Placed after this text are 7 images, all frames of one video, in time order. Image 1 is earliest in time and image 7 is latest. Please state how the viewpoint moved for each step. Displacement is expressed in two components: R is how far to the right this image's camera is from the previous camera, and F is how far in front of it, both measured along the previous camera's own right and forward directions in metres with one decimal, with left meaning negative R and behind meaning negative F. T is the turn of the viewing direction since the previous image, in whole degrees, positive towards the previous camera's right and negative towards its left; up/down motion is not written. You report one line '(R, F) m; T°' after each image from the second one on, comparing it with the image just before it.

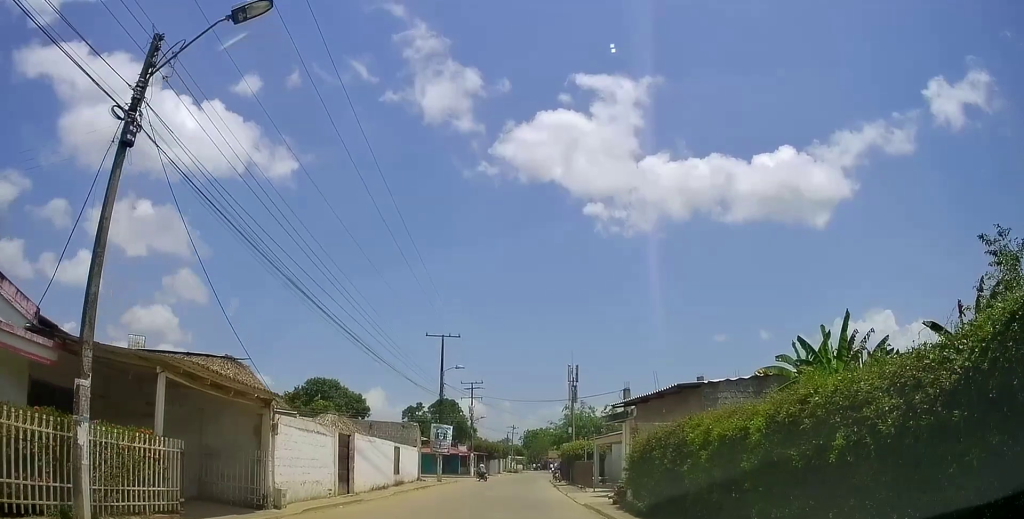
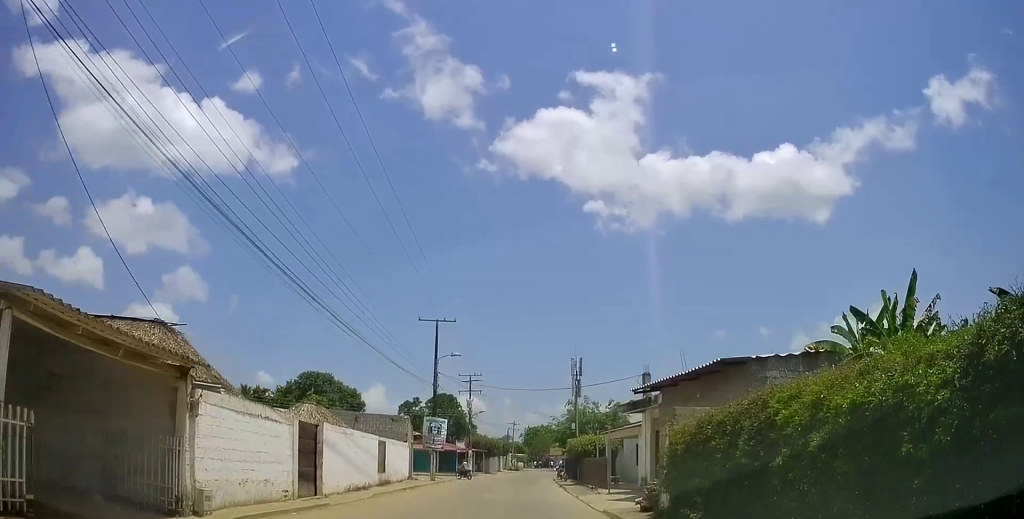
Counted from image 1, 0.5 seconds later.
(+0.1, +3.8) m; -4°
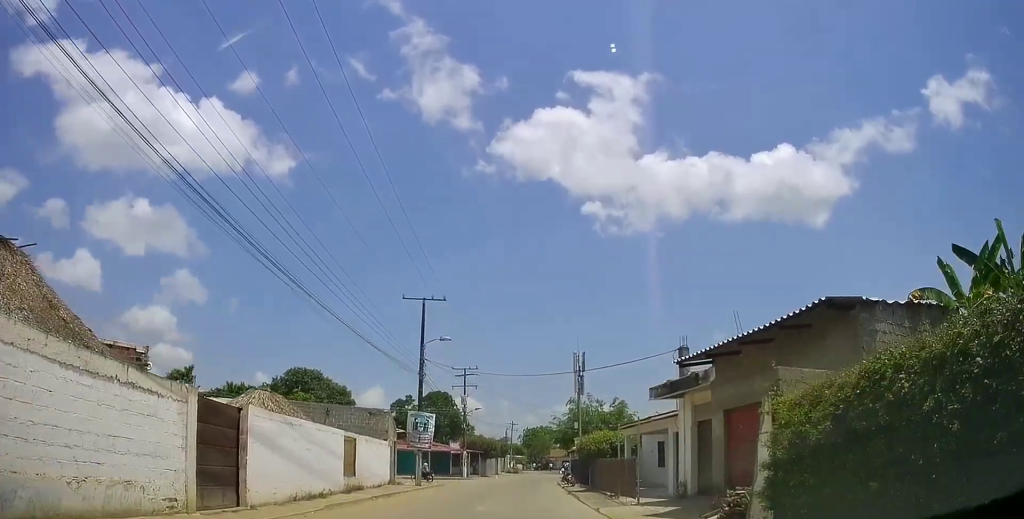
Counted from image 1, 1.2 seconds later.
(-0.4, +5.4) m; -2°
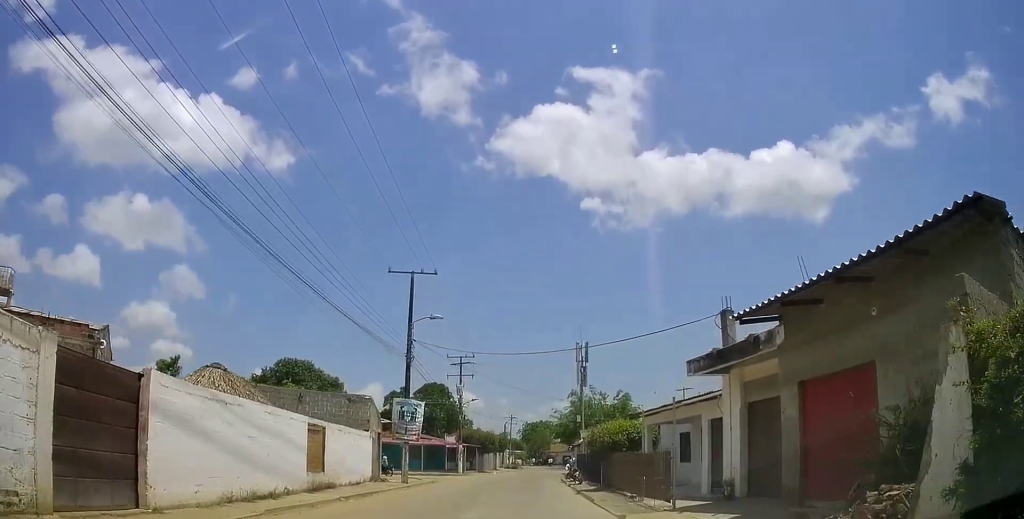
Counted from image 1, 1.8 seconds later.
(-0.2, +3.9) m; -1°
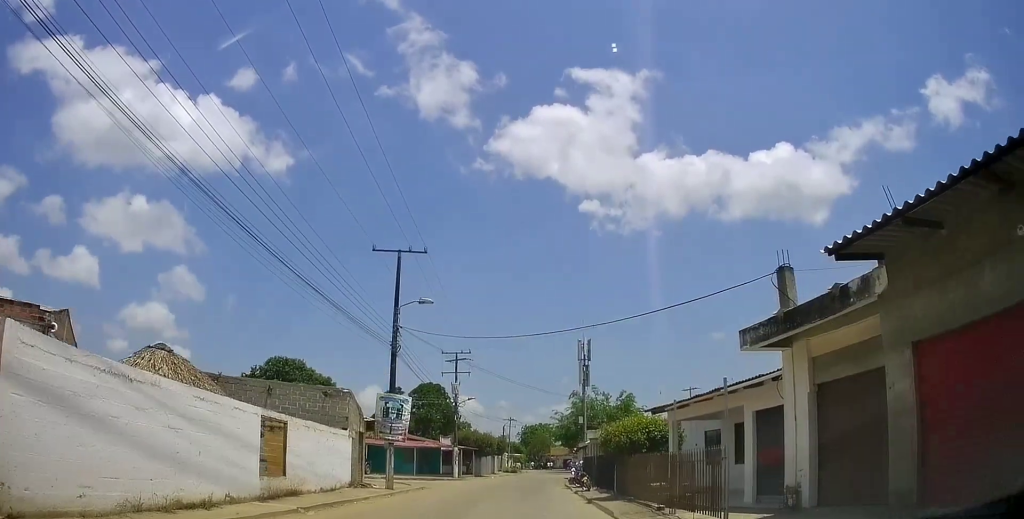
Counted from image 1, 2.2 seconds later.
(+0.1, +3.3) m; +1°
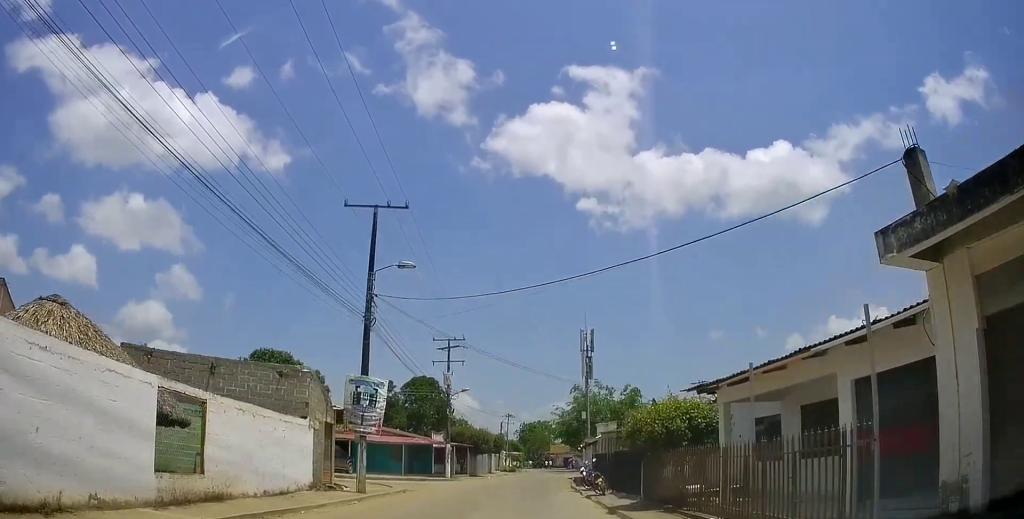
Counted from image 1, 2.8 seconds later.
(+0.1, +4.2) m; +1°
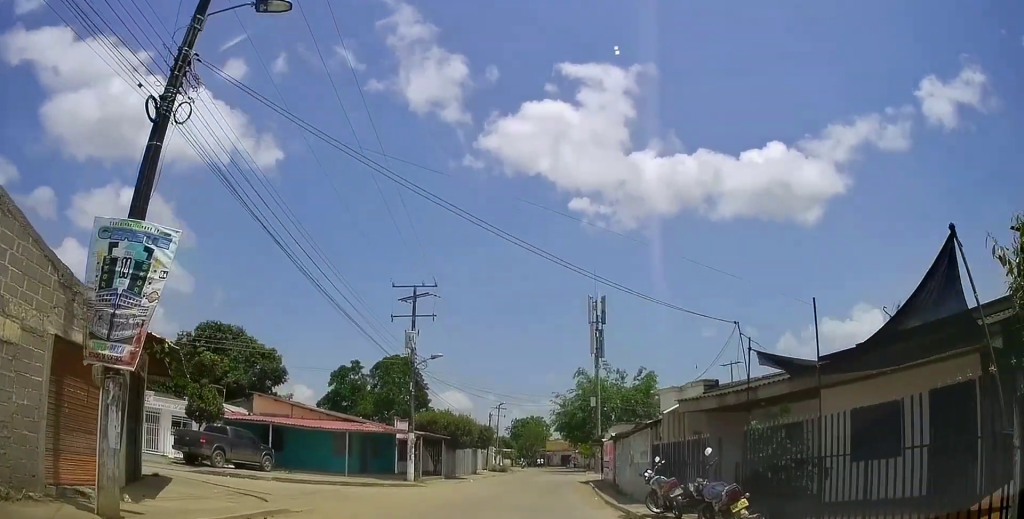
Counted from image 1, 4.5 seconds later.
(-0.1, +13.6) m; 0°
